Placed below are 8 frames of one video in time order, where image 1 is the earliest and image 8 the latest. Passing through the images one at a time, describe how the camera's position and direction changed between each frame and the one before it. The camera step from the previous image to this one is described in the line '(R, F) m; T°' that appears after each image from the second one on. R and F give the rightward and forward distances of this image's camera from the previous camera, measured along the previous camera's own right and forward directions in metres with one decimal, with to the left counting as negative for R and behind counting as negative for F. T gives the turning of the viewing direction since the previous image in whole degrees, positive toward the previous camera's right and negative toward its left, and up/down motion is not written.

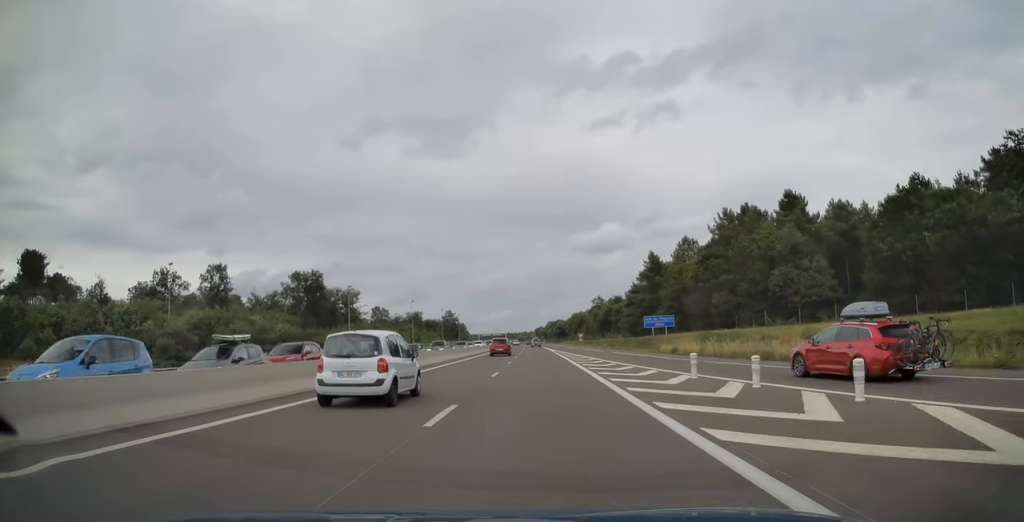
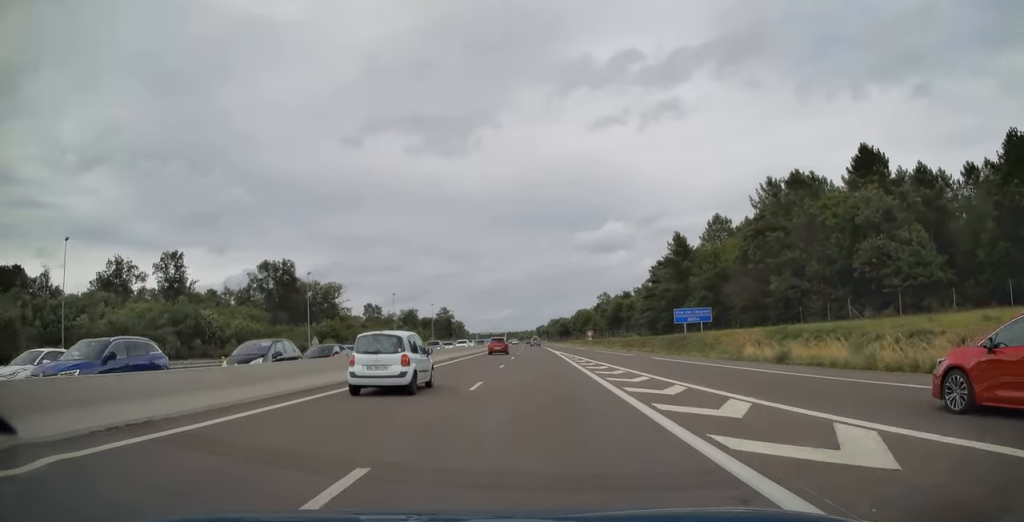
(+0.2, +19.3) m; 0°
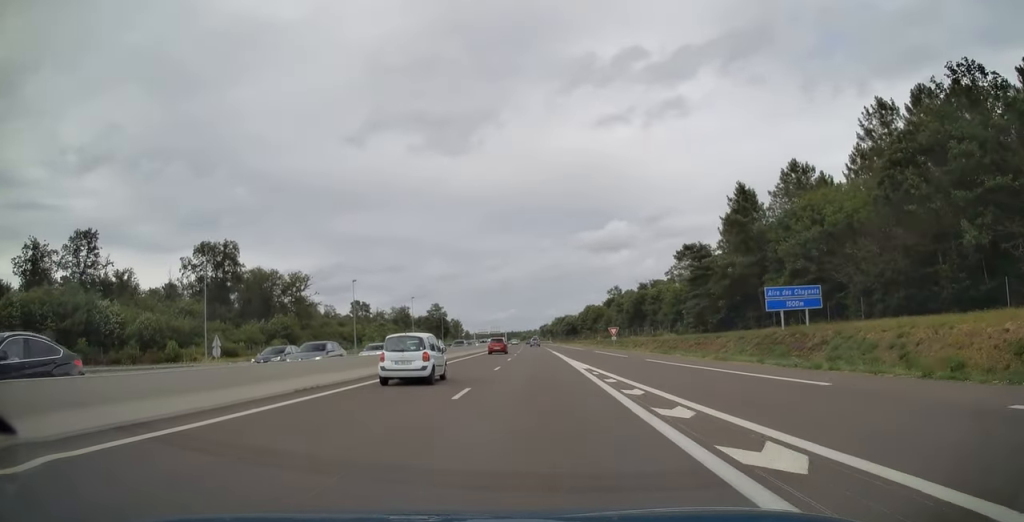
(-0.2, +28.5) m; -1°
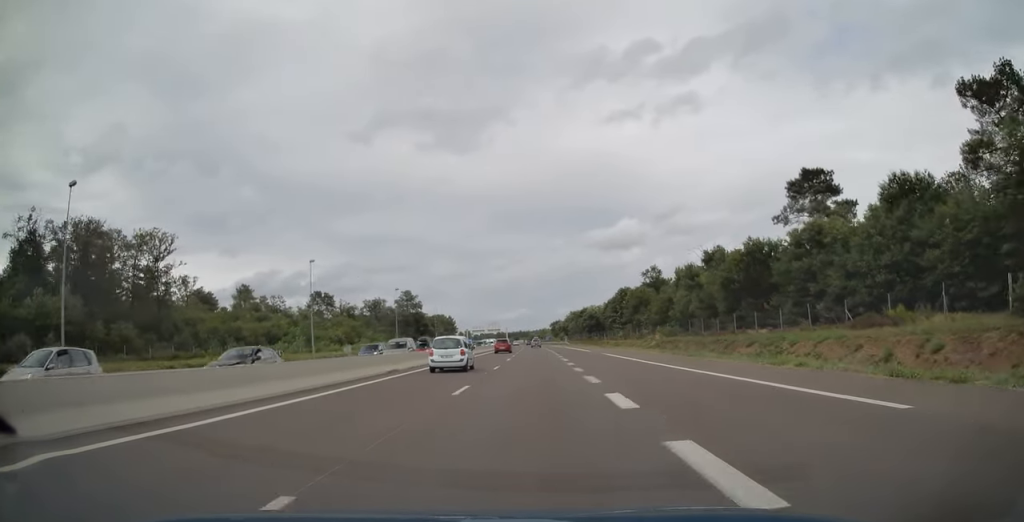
(0.0, +63.8) m; 0°
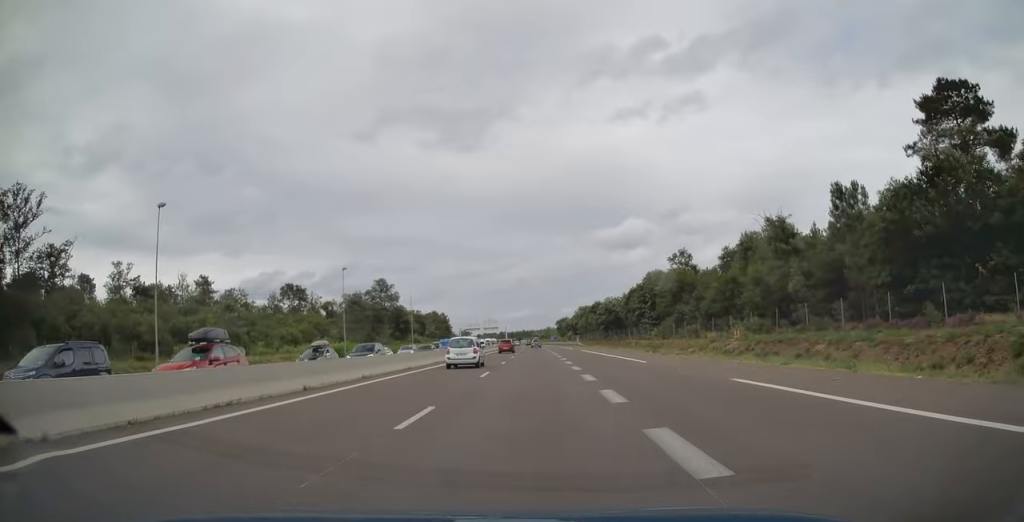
(-0.2, +31.6) m; -1°
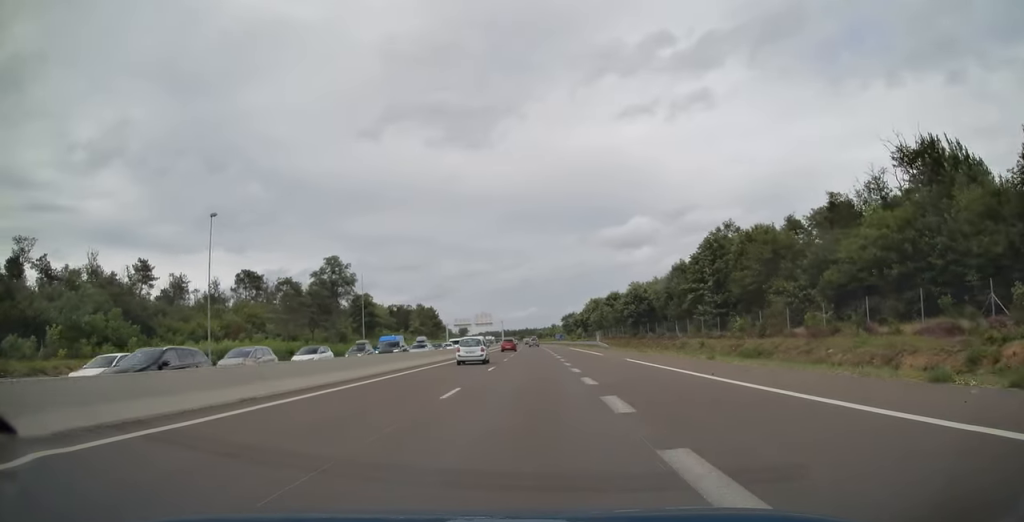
(-0.1, +34.4) m; -1°
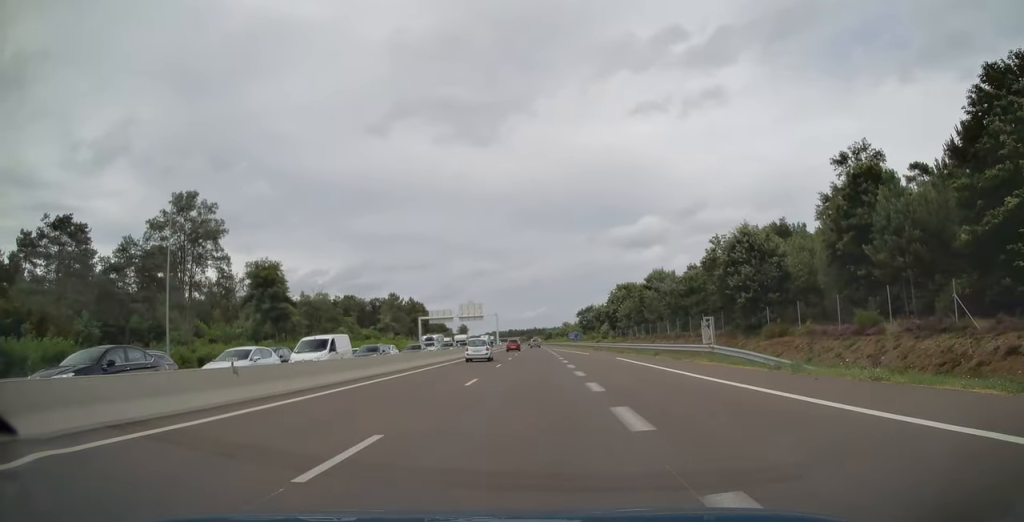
(-0.4, +48.0) m; -1°
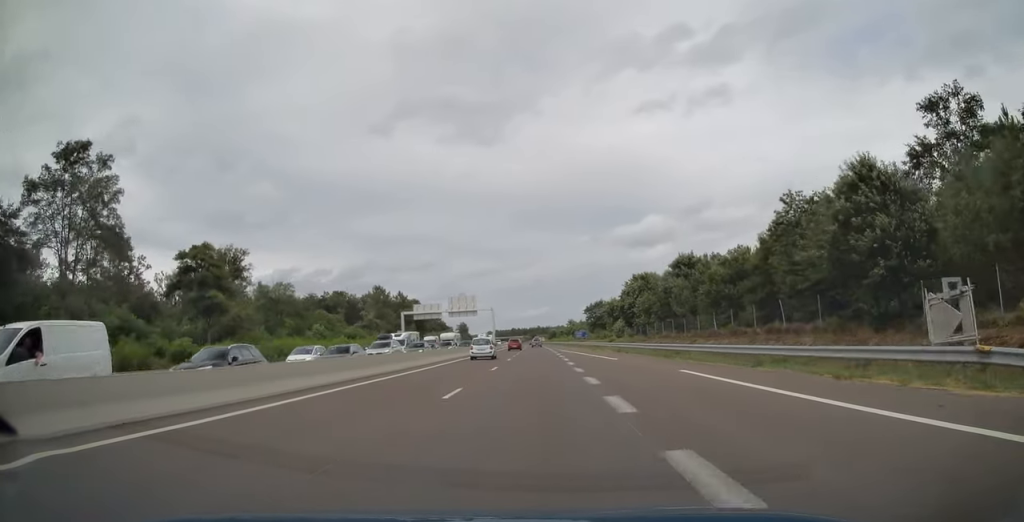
(+0.1, +17.8) m; 0°
